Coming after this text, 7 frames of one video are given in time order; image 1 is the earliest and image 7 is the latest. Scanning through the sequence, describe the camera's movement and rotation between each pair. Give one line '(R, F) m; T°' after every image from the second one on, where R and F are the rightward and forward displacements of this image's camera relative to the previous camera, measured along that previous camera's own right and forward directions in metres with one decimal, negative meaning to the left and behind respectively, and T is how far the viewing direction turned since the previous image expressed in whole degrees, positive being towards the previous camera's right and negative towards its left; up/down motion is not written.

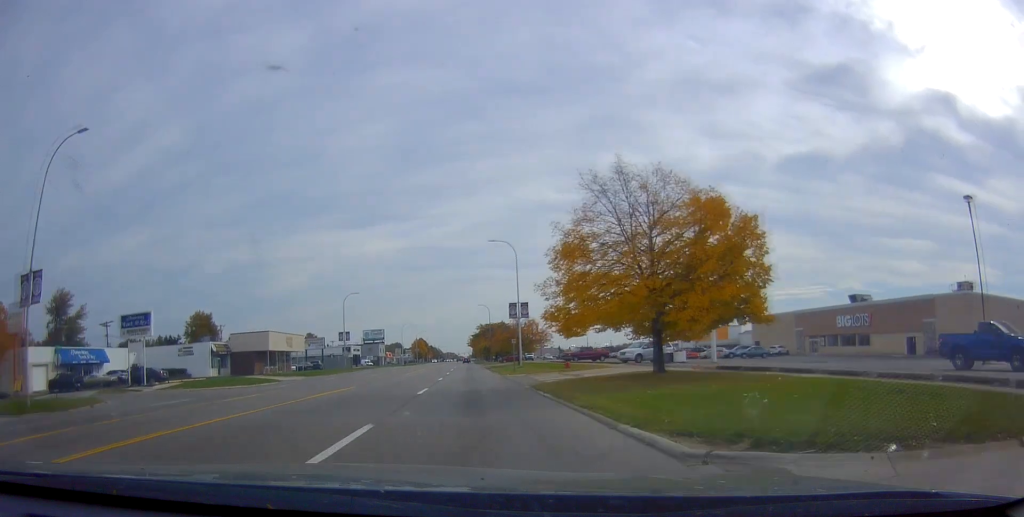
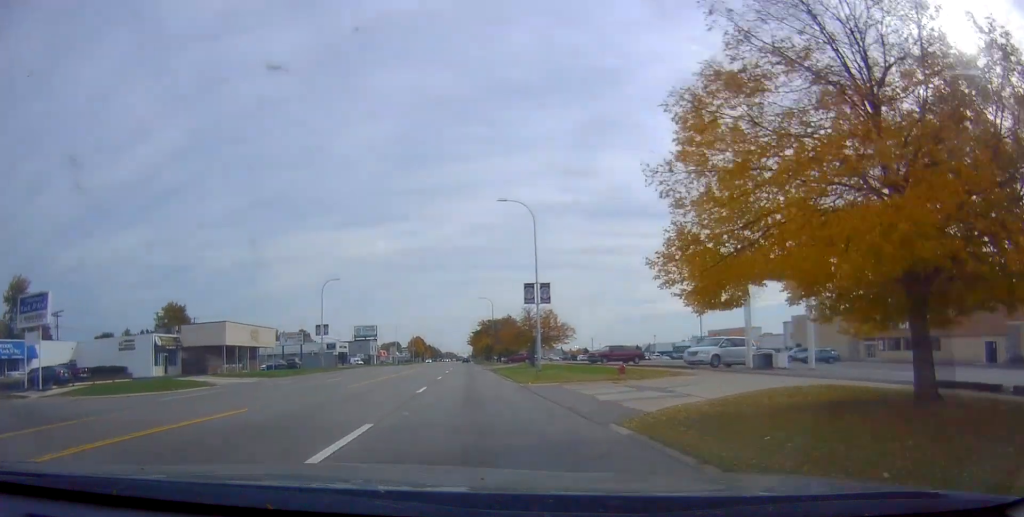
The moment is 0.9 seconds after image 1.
(0.0, +14.6) m; 0°
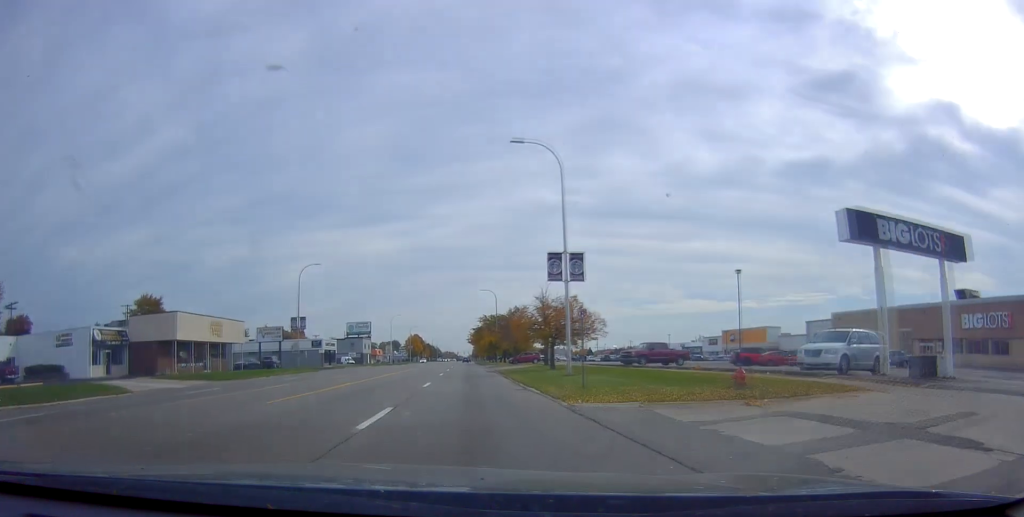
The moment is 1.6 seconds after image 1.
(0.0, +11.7) m; 0°
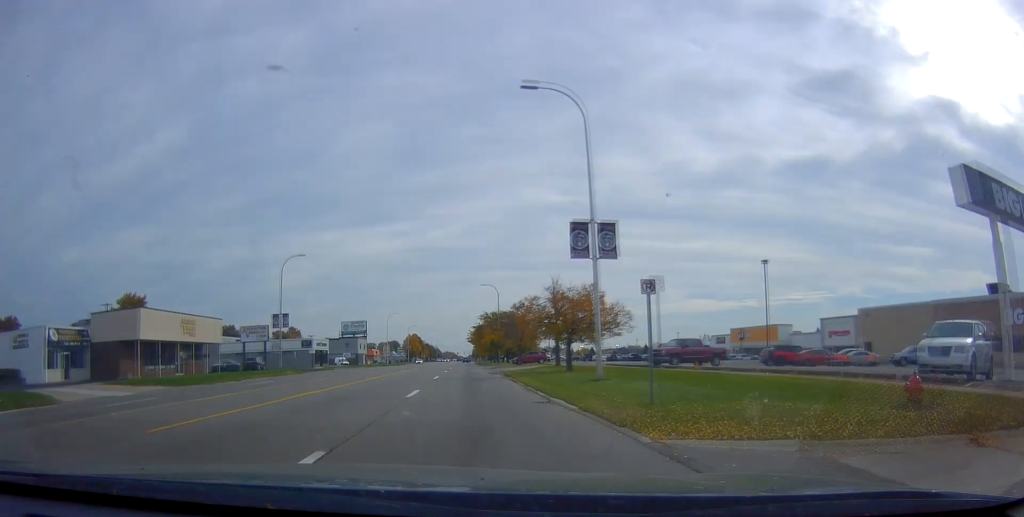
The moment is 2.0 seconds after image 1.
(0.0, +6.7) m; 0°
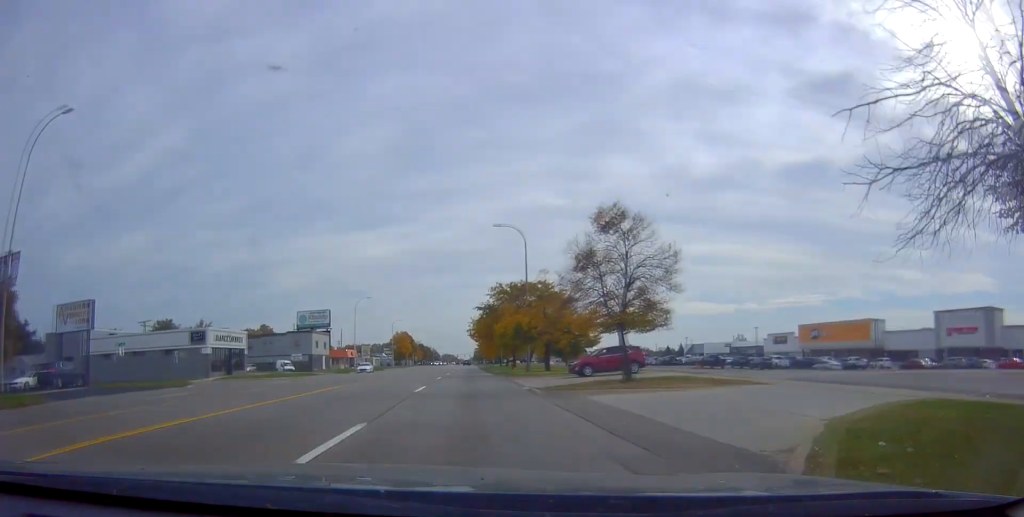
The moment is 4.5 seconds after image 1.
(-1.0, +42.0) m; -2°
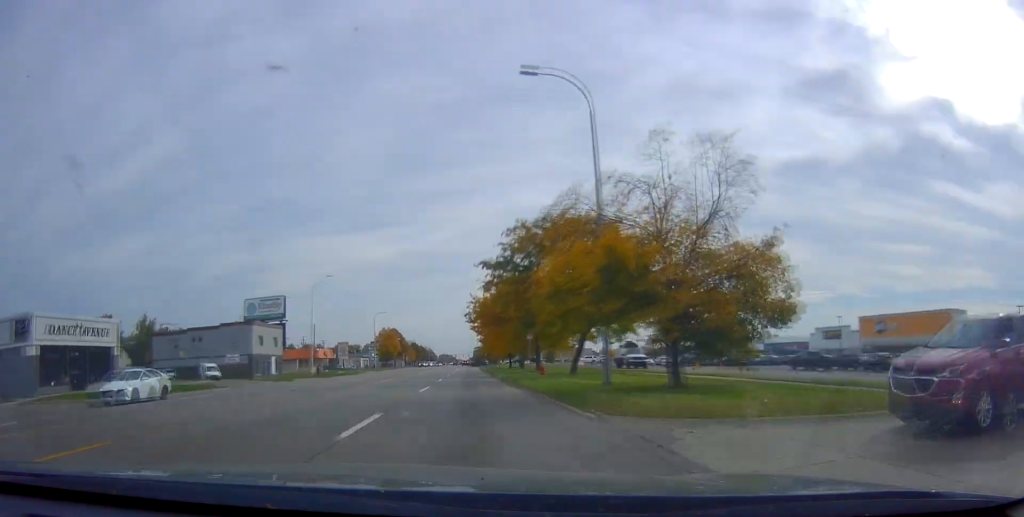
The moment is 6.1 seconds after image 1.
(-0.2, +27.7) m; 0°
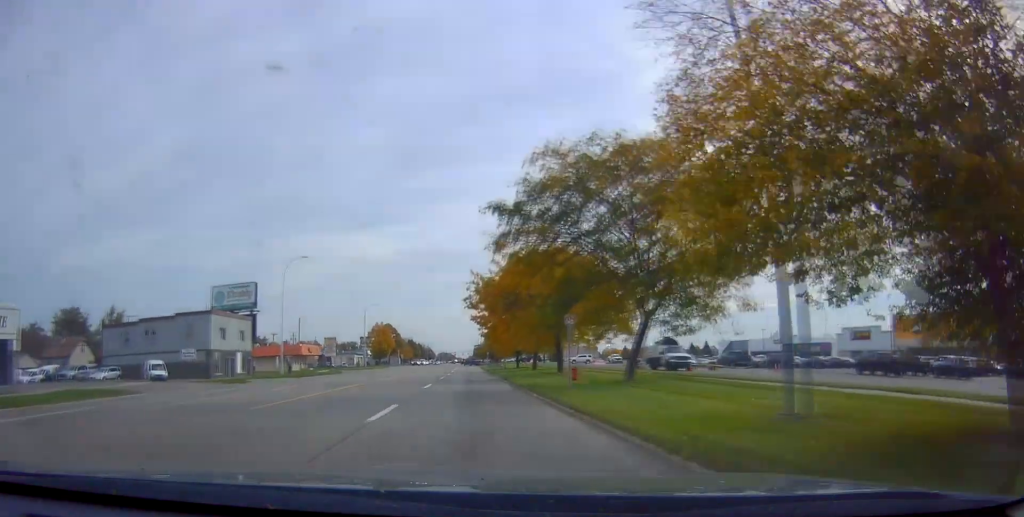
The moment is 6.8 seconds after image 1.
(+0.4, +12.5) m; +1°
